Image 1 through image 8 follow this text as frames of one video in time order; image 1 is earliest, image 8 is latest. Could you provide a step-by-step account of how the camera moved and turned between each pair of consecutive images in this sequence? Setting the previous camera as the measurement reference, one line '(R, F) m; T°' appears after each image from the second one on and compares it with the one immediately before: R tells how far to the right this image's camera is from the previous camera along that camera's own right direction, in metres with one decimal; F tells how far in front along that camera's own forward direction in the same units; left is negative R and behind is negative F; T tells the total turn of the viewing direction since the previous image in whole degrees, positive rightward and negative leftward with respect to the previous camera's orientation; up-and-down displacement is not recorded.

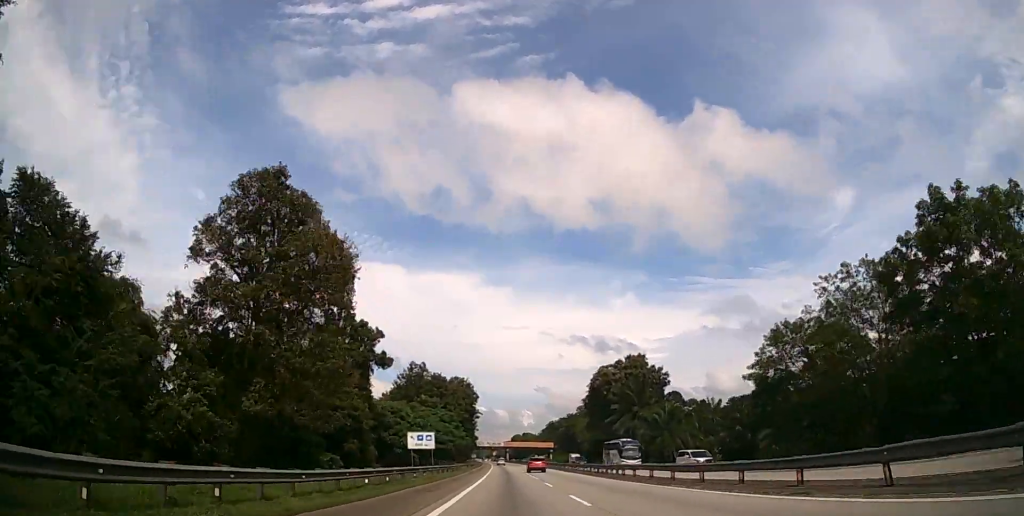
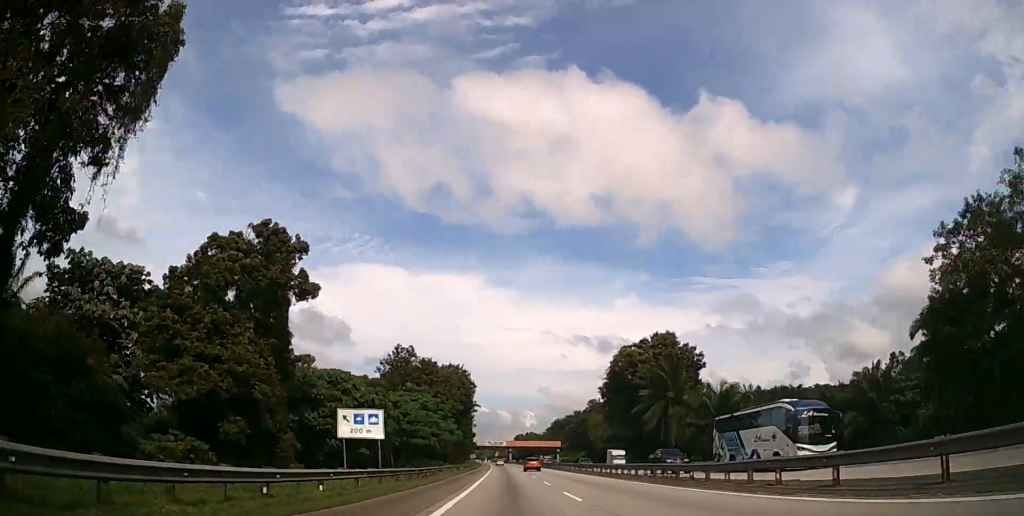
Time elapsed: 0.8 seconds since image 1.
(-0.1, +21.9) m; 0°
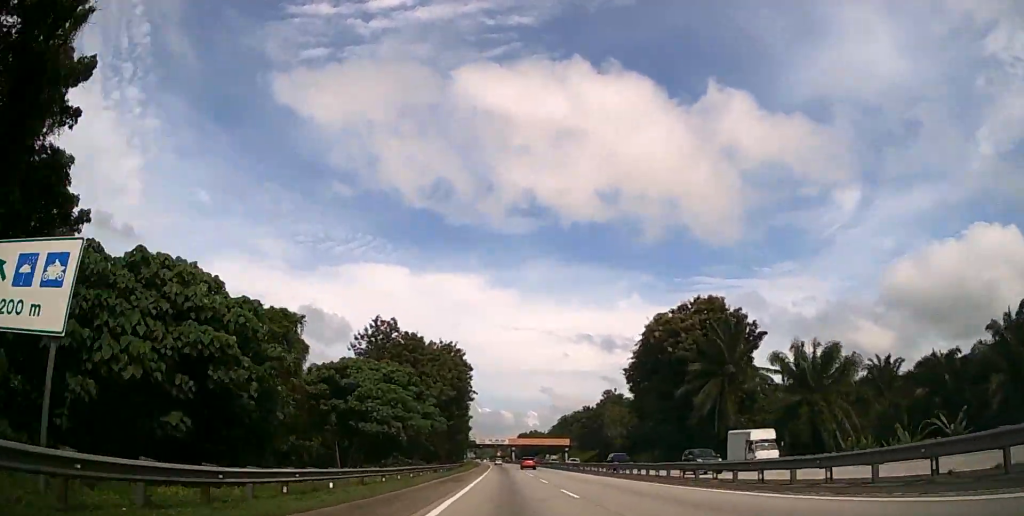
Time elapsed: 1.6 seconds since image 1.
(0.0, +22.9) m; 0°
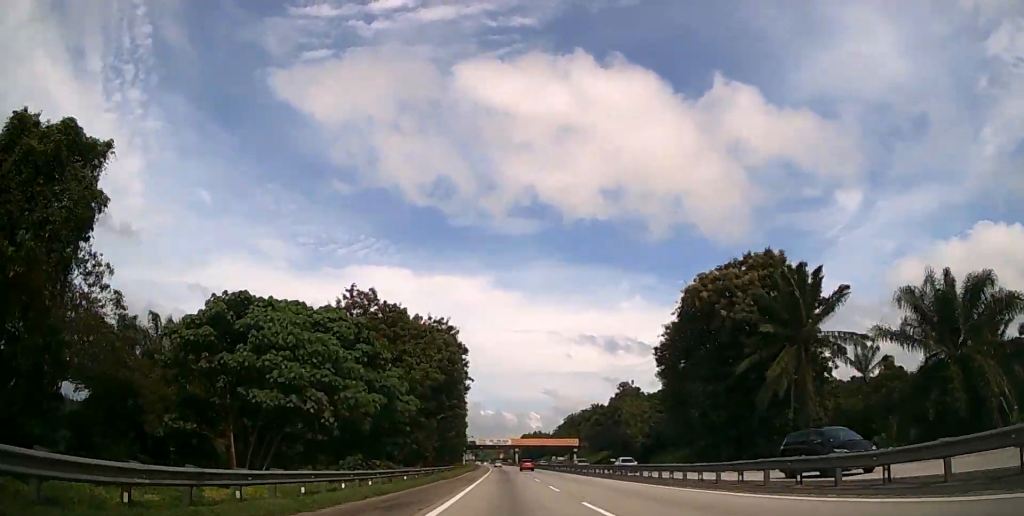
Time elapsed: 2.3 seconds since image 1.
(0.0, +18.5) m; 0°
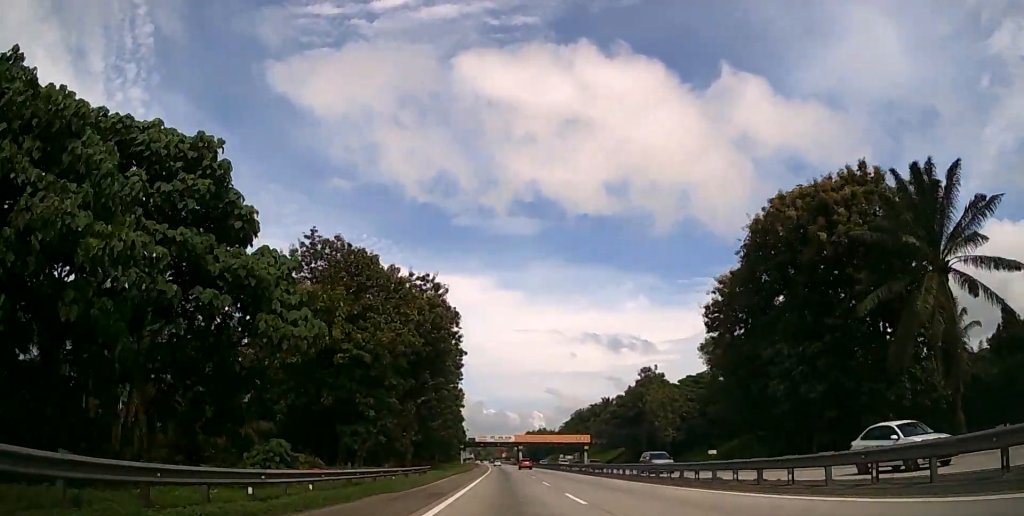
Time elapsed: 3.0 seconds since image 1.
(-0.1, +19.6) m; 0°
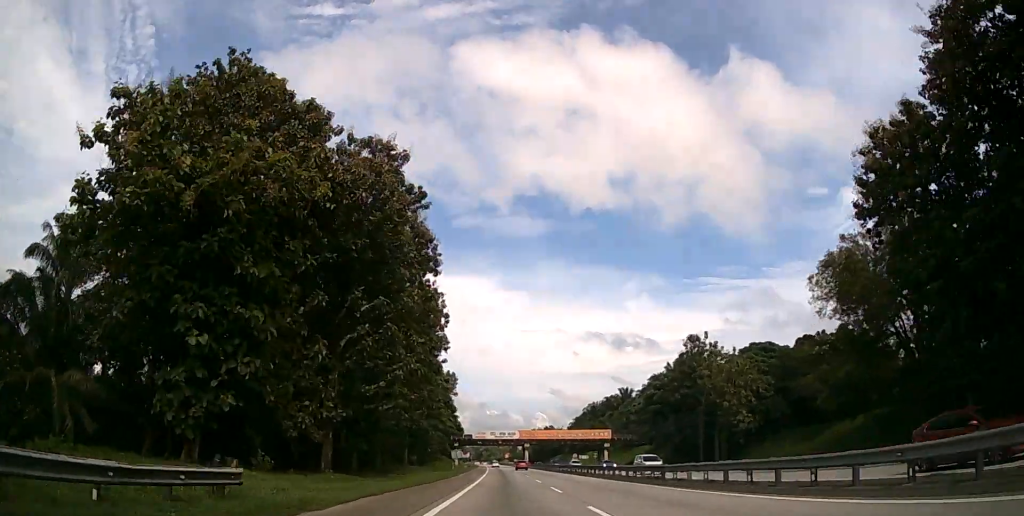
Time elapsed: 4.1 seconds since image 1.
(-0.1, +29.4) m; 0°
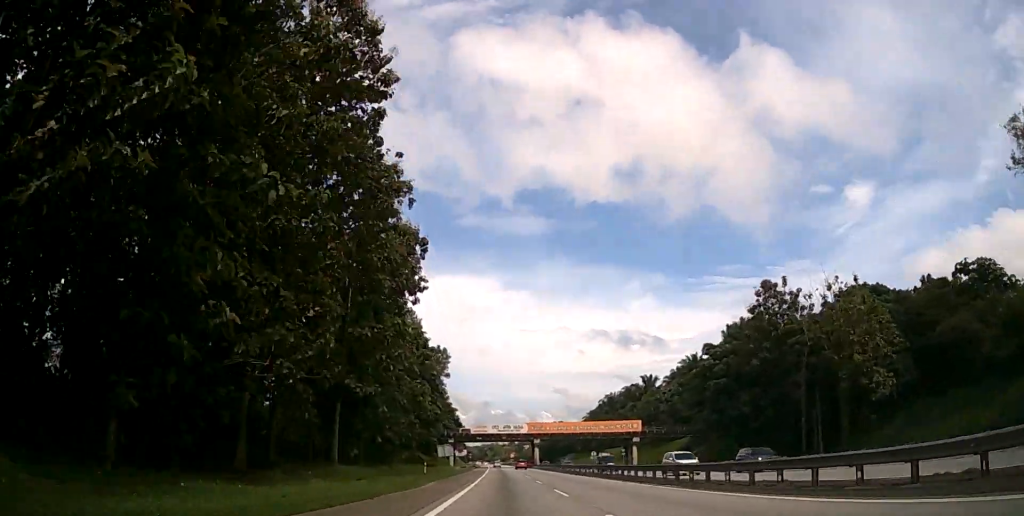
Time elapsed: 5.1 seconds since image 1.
(-0.1, +26.1) m; -1°
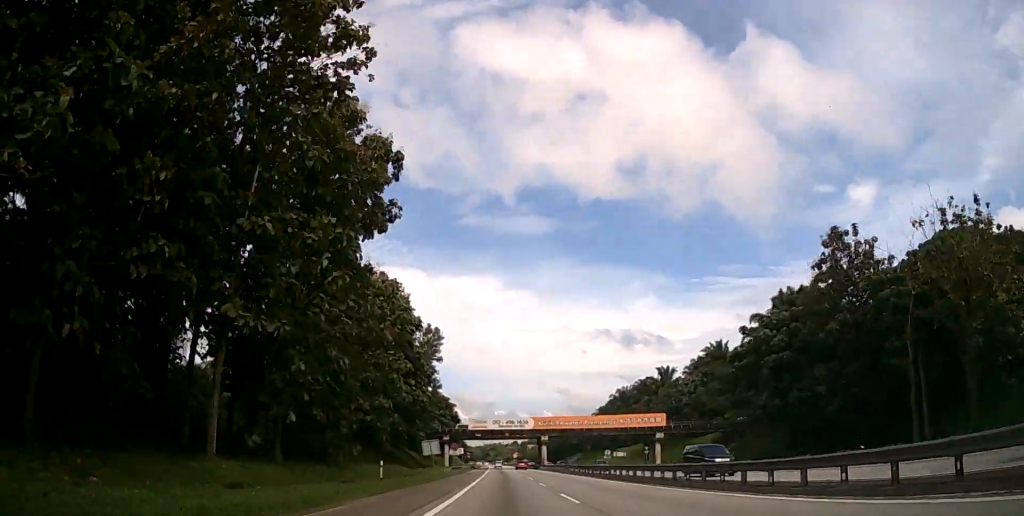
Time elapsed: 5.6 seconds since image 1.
(-0.1, +15.4) m; 0°
